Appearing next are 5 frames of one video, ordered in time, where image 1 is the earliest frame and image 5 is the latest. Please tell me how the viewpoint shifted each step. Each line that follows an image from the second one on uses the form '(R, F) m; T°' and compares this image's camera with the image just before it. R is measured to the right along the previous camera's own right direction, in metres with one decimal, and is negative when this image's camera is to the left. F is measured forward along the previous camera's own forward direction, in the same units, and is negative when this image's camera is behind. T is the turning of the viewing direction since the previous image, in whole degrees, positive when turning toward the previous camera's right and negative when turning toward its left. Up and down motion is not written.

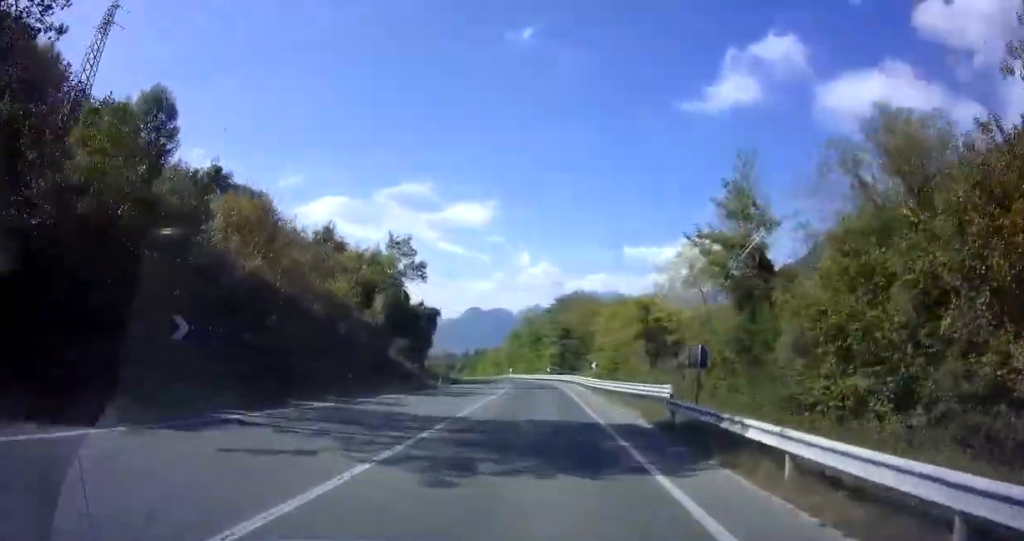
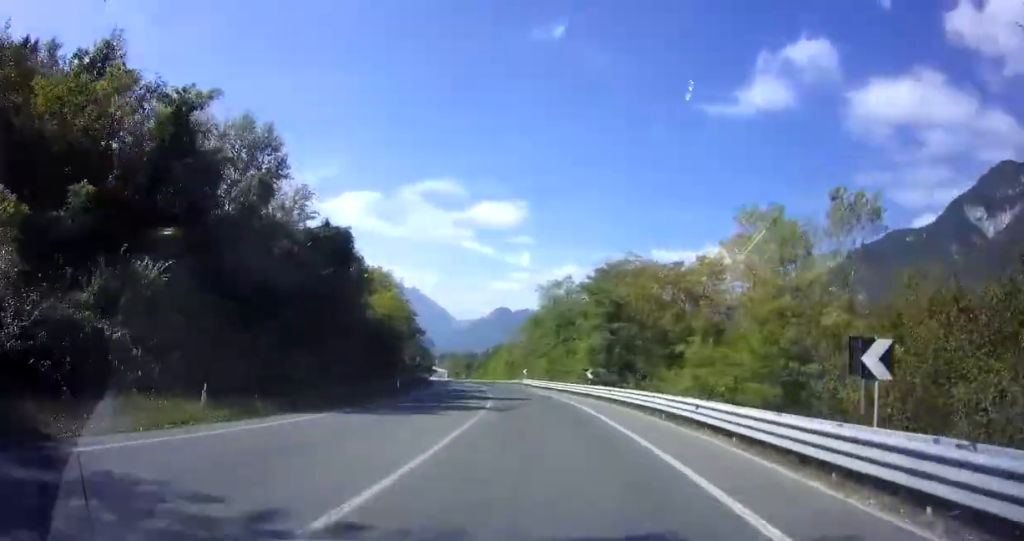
(-0.5, +37.0) m; -3°
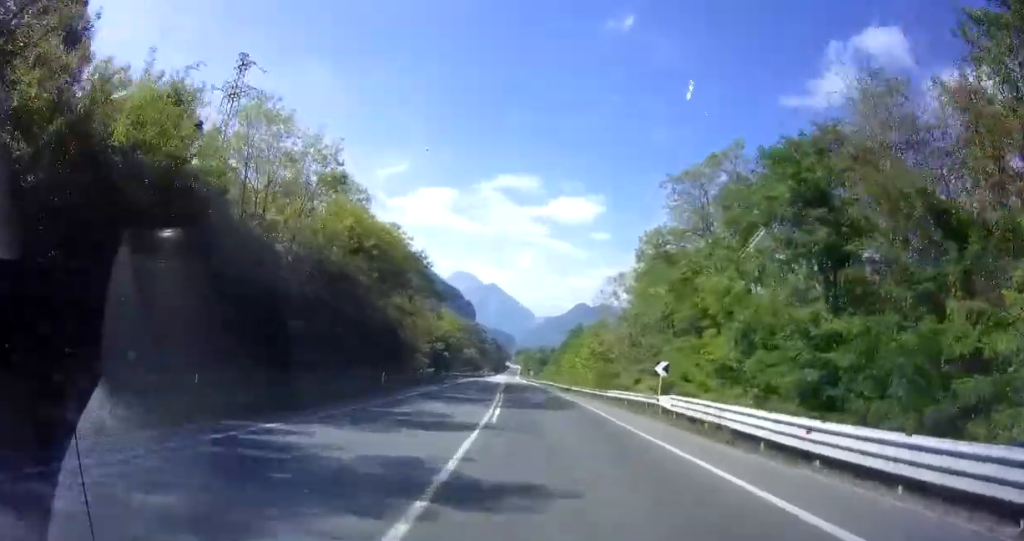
(-2.9, +44.8) m; -8°
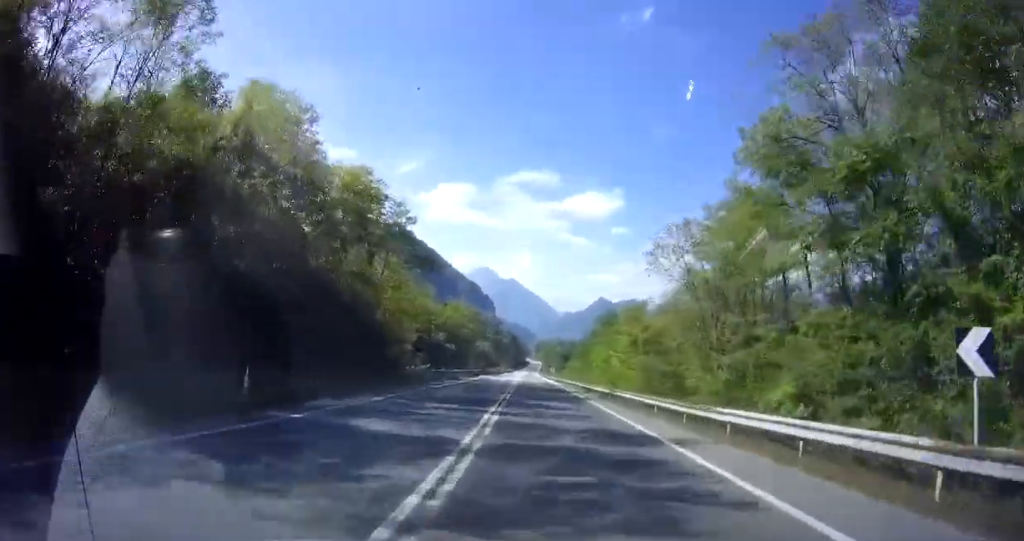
(-0.4, +16.5) m; -2°
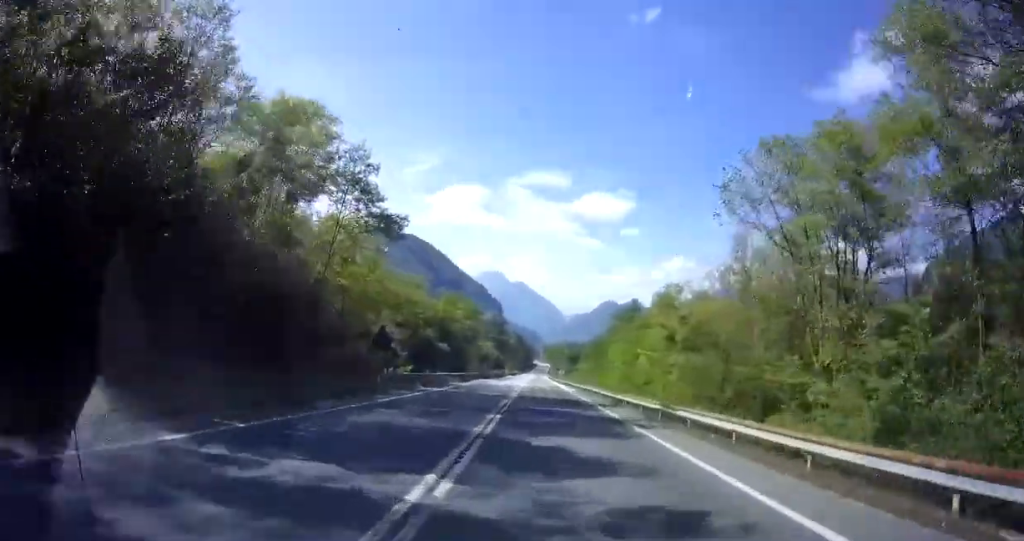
(-0.1, +11.5) m; -1°
